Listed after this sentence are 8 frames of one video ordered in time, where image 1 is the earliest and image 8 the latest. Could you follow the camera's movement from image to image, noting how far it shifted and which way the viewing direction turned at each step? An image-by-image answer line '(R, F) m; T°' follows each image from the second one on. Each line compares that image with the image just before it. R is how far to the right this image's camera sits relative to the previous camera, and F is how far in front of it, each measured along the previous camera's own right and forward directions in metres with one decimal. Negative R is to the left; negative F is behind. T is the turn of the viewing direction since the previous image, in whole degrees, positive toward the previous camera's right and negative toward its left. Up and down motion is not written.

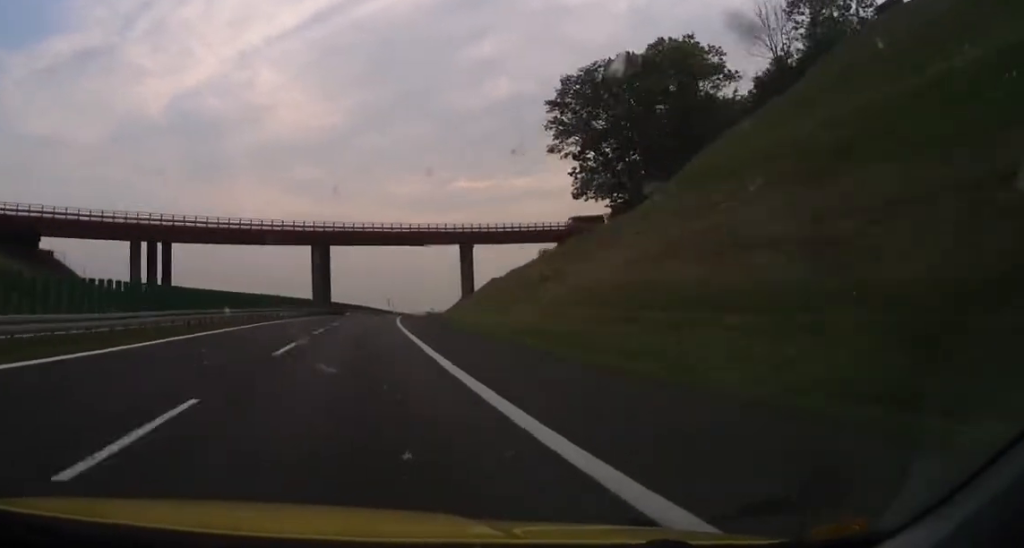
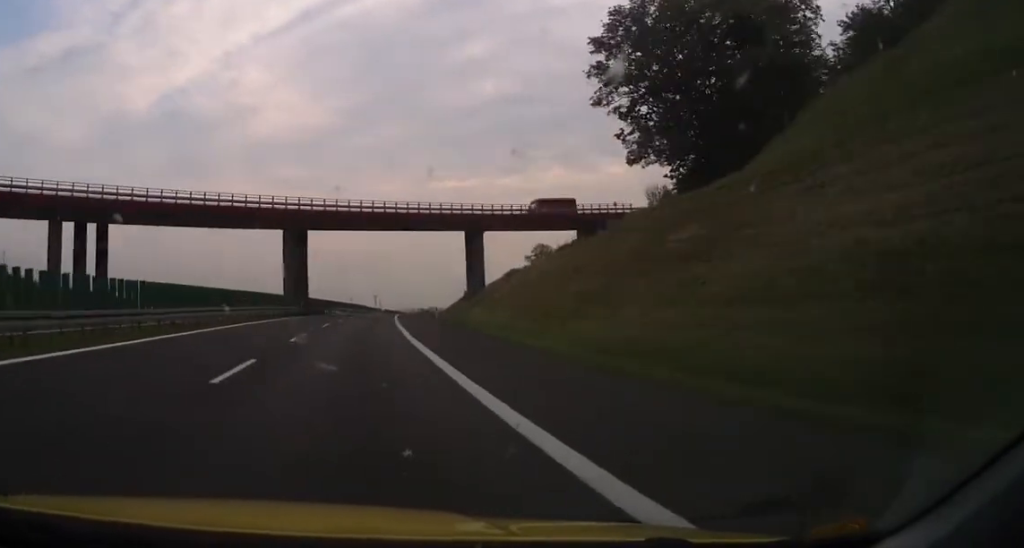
(+0.3, +17.6) m; +2°
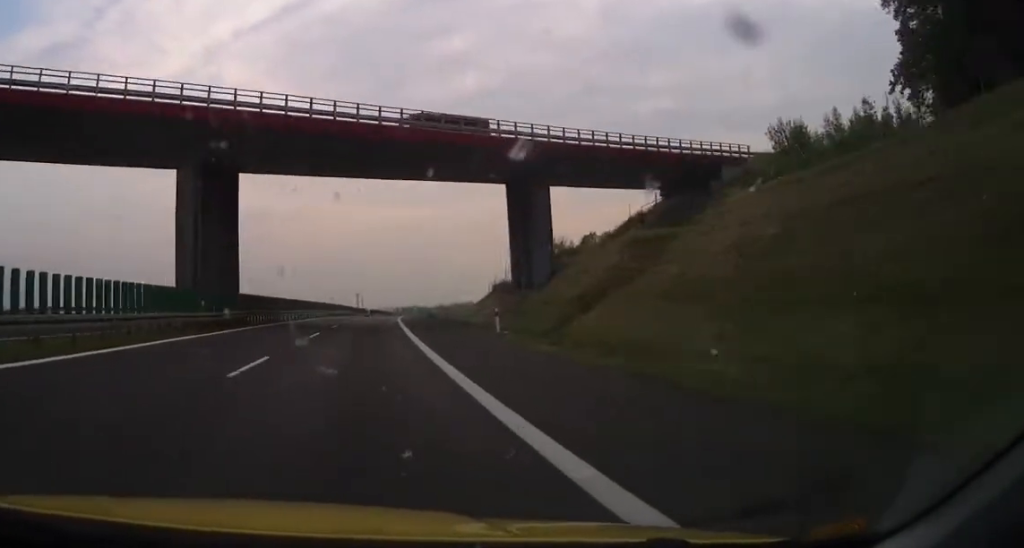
(+1.3, +33.1) m; +4°
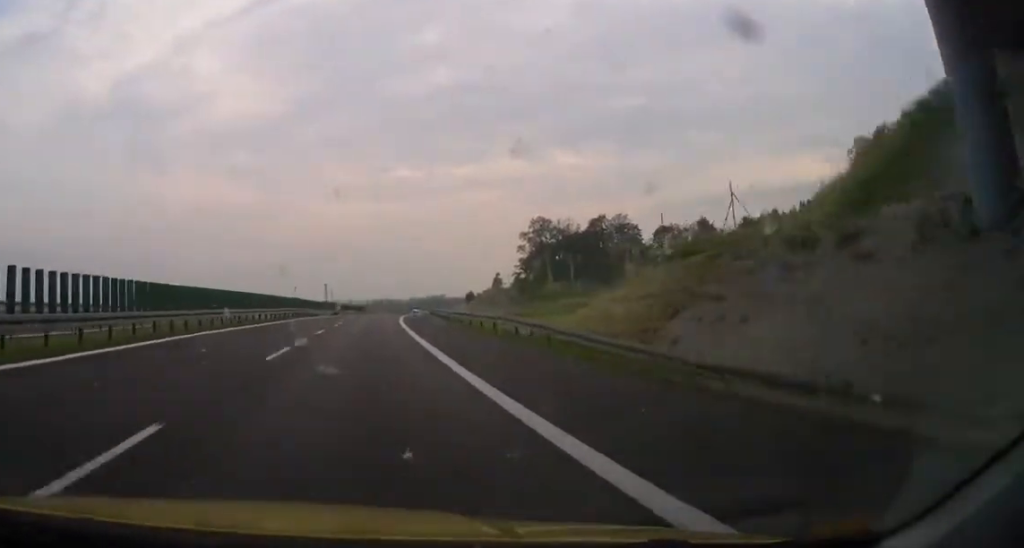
(+1.0, +42.7) m; +1°
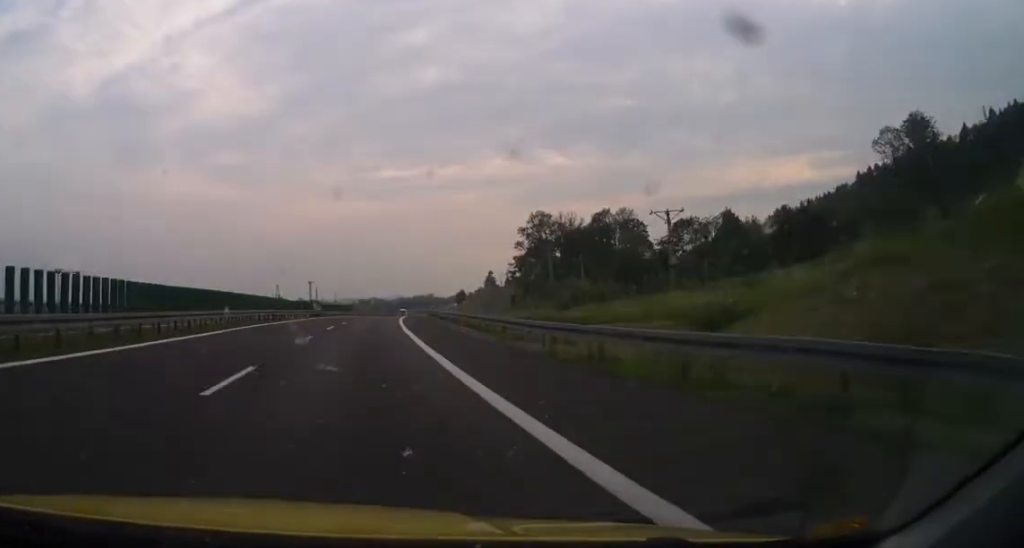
(0.0, +16.8) m; 0°
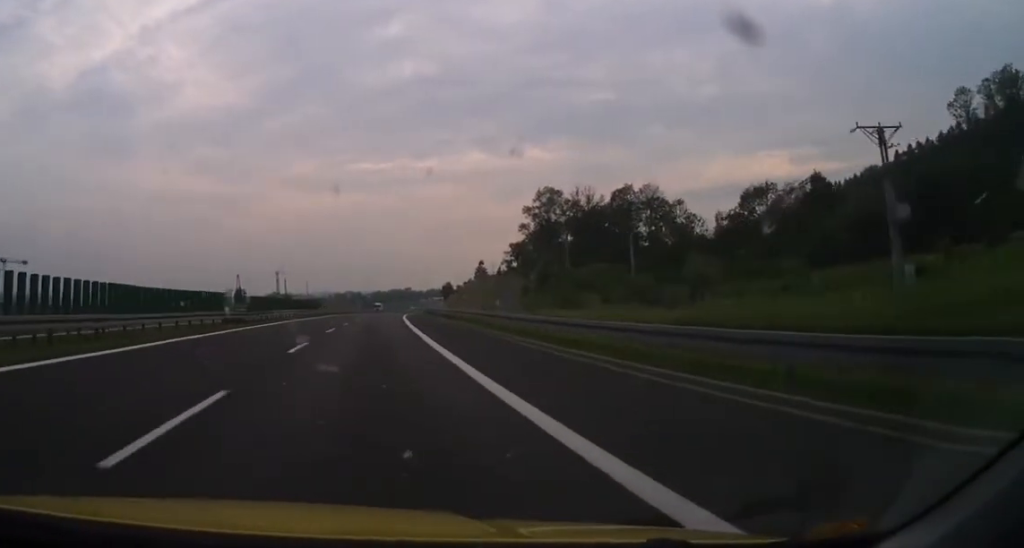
(0.0, +38.0) m; 0°
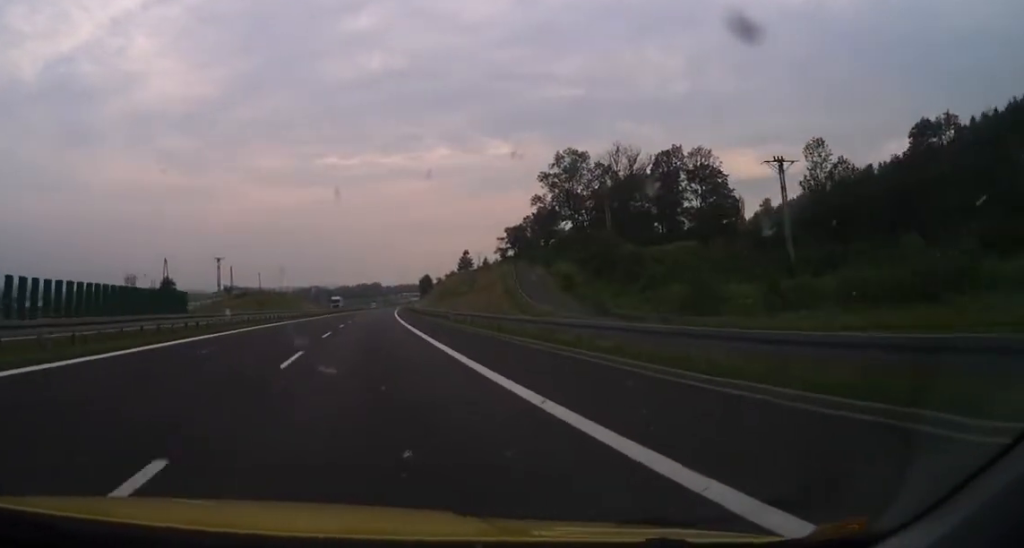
(0.0, +49.0) m; 0°
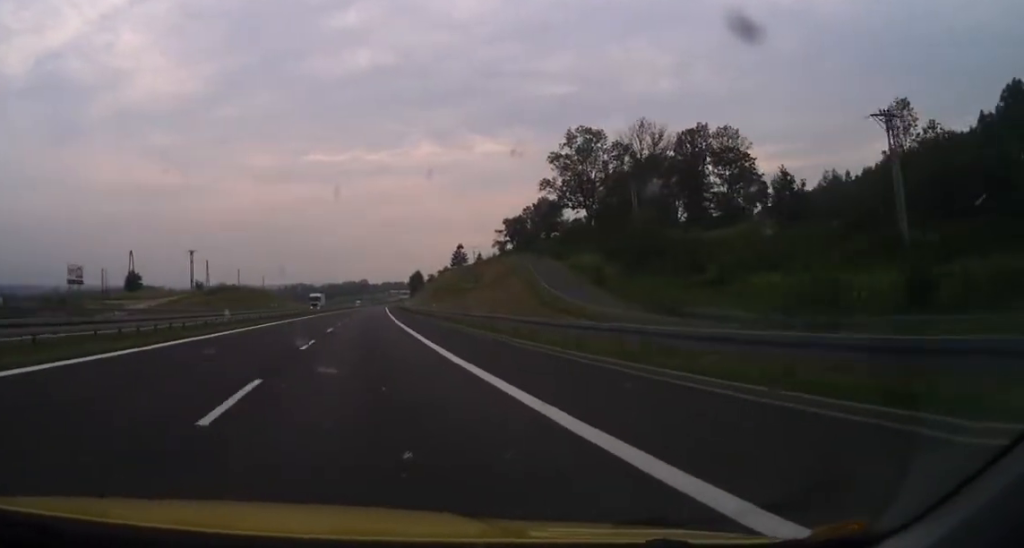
(0.0, +17.3) m; +2°
